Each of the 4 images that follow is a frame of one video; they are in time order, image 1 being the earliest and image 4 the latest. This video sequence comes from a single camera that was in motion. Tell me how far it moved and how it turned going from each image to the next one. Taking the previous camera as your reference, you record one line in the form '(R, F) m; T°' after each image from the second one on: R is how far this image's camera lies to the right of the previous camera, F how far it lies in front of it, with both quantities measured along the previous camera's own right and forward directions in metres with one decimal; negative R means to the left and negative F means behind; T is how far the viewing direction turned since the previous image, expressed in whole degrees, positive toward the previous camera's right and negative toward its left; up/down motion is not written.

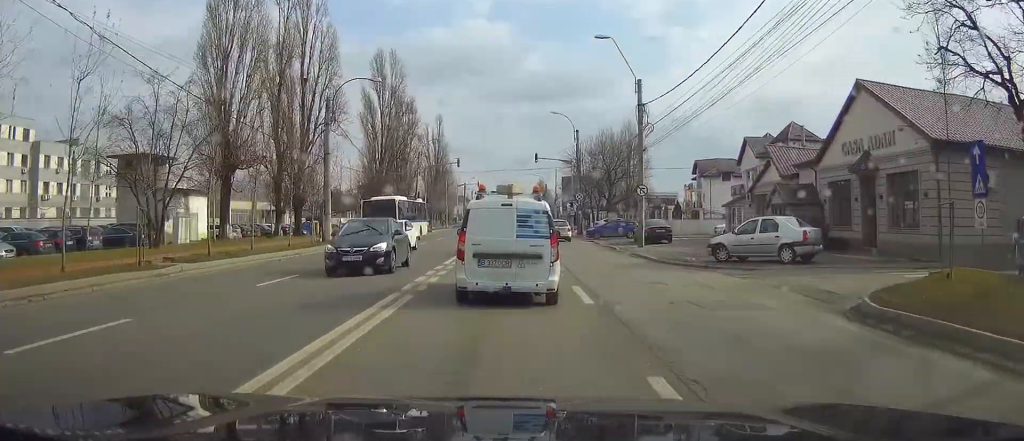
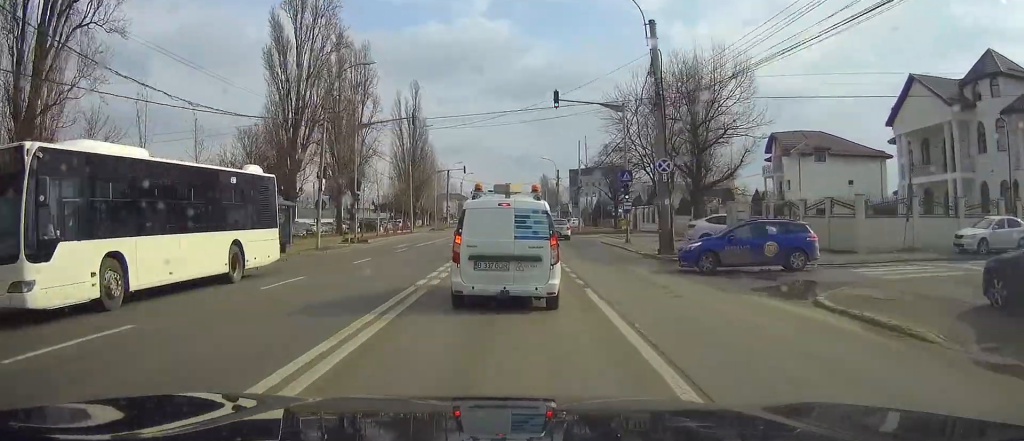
(+0.6, +36.0) m; 0°
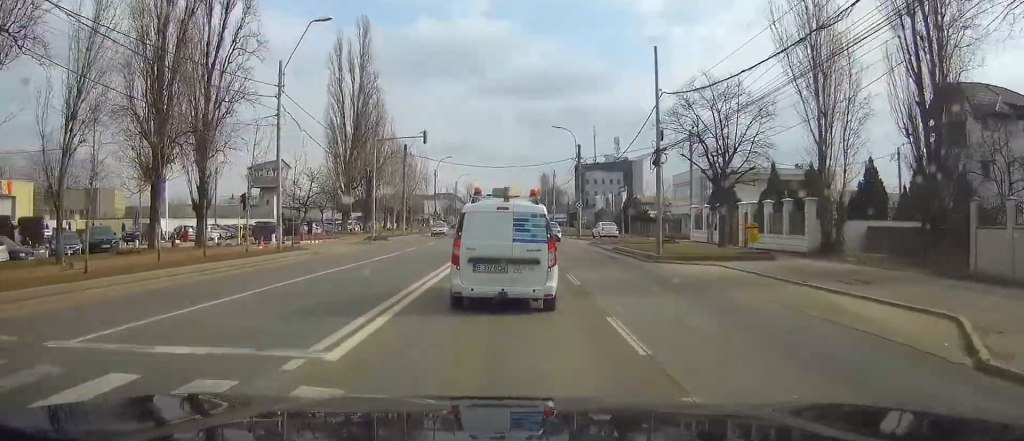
(-0.1, +37.4) m; -1°
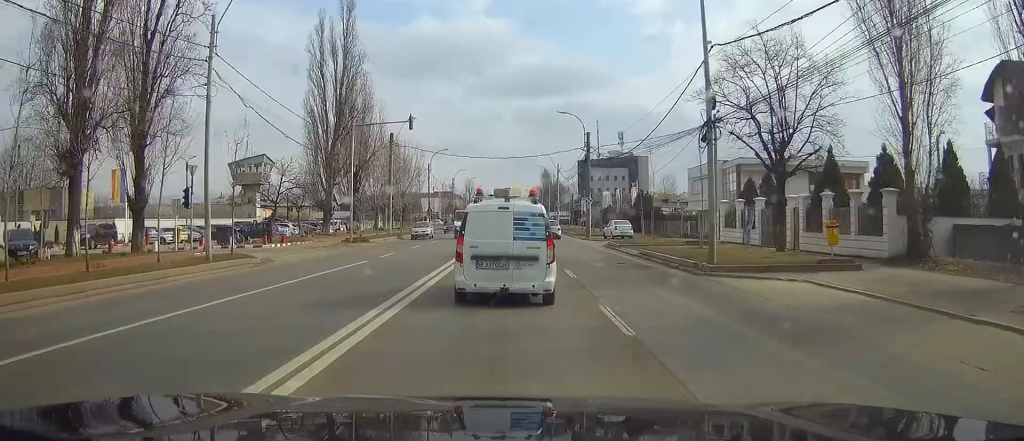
(0.0, +7.7) m; 0°
